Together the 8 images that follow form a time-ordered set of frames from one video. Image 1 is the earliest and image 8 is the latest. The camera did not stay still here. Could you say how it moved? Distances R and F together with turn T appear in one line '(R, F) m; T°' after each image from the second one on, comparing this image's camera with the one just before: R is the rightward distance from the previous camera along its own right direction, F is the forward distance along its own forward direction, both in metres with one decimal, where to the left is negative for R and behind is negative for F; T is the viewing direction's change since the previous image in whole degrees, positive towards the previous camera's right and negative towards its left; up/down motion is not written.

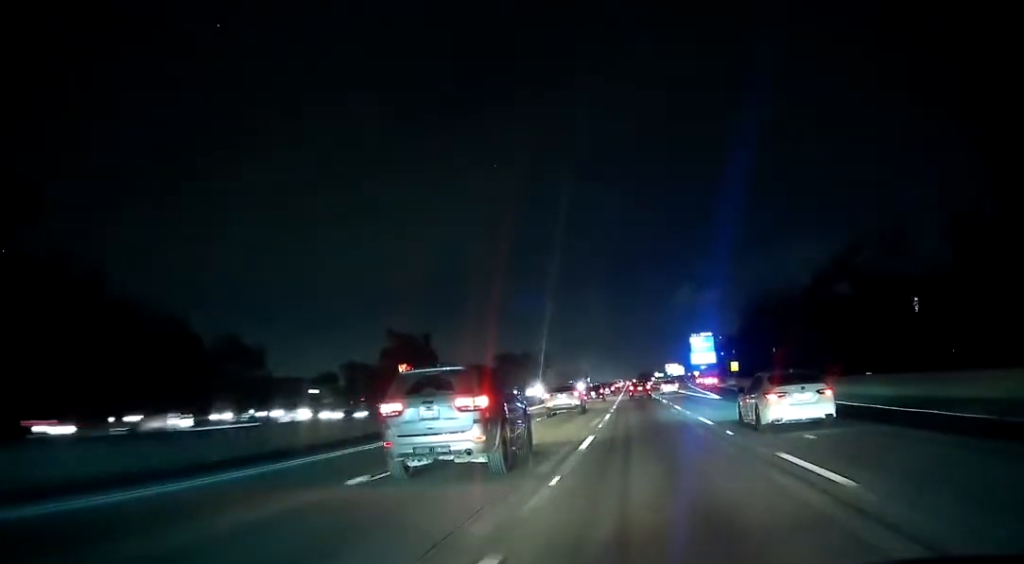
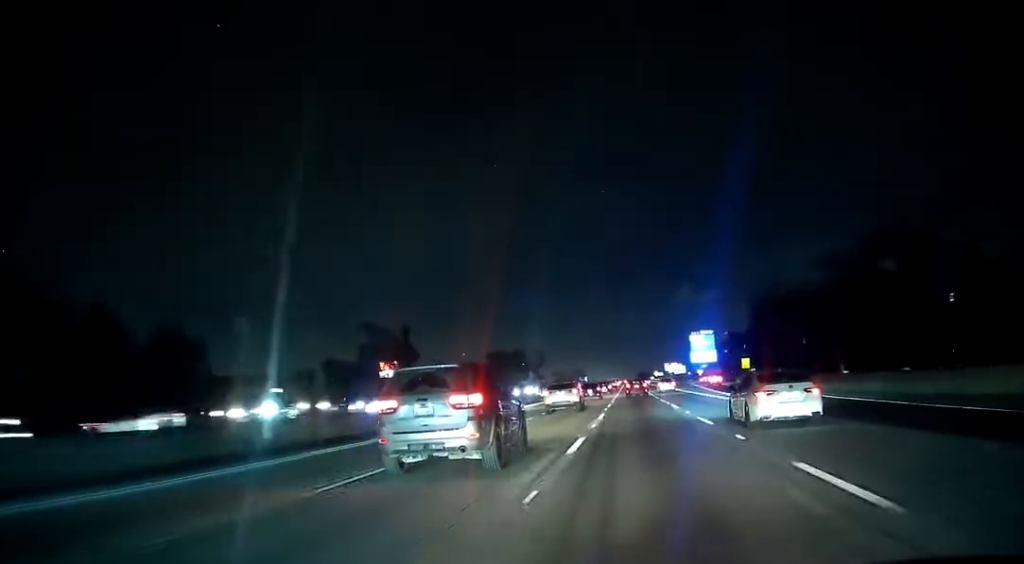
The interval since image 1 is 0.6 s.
(0.0, +16.0) m; 0°
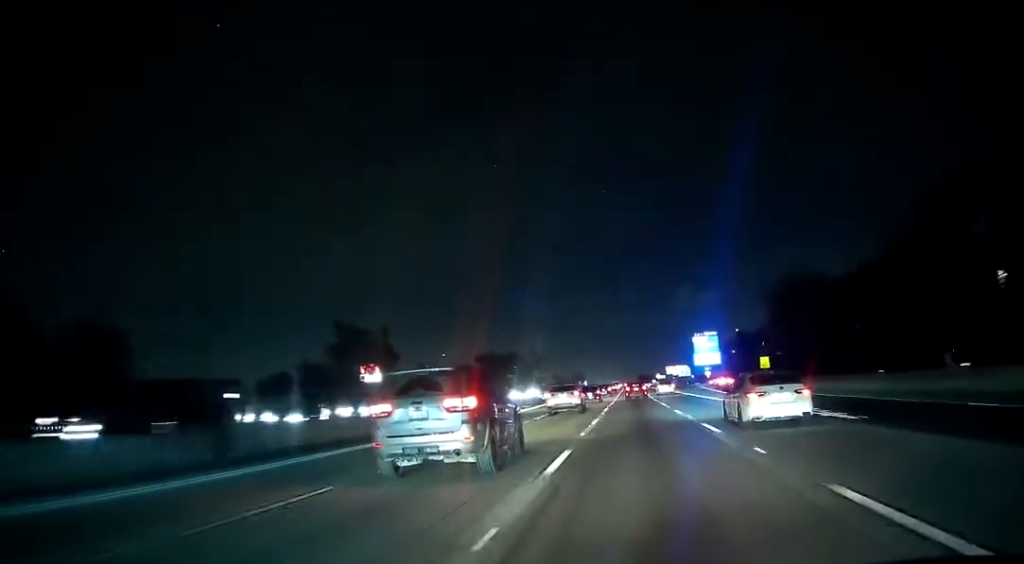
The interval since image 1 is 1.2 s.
(+0.1, +17.9) m; -1°
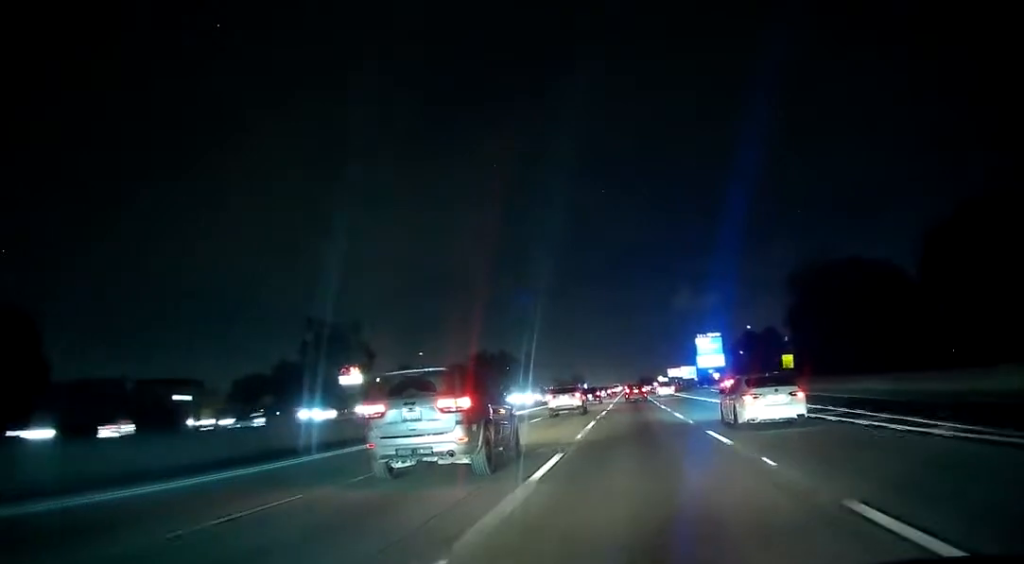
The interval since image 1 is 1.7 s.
(-0.3, +15.2) m; 0°
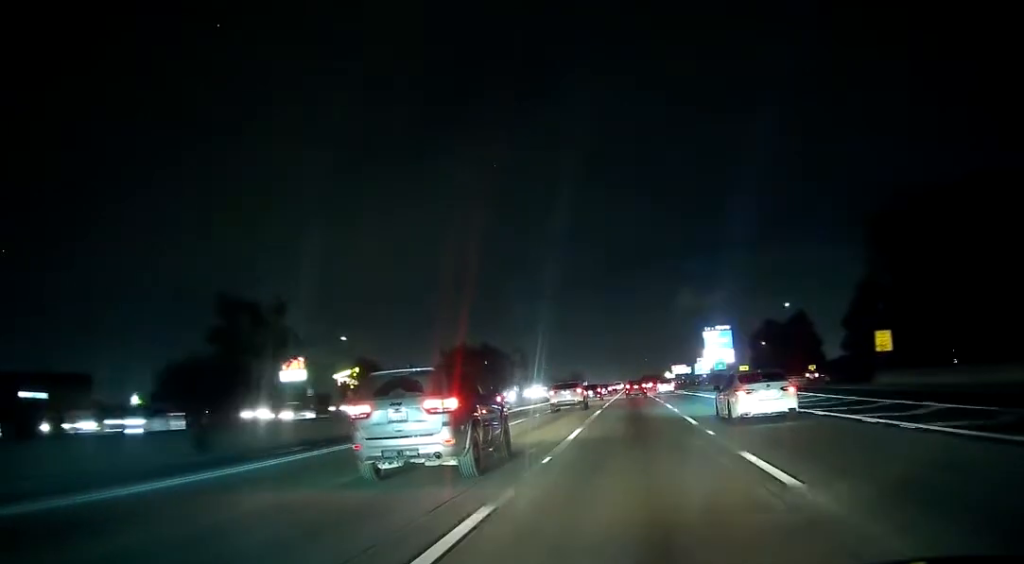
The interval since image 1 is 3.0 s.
(+0.3, +36.0) m; +1°
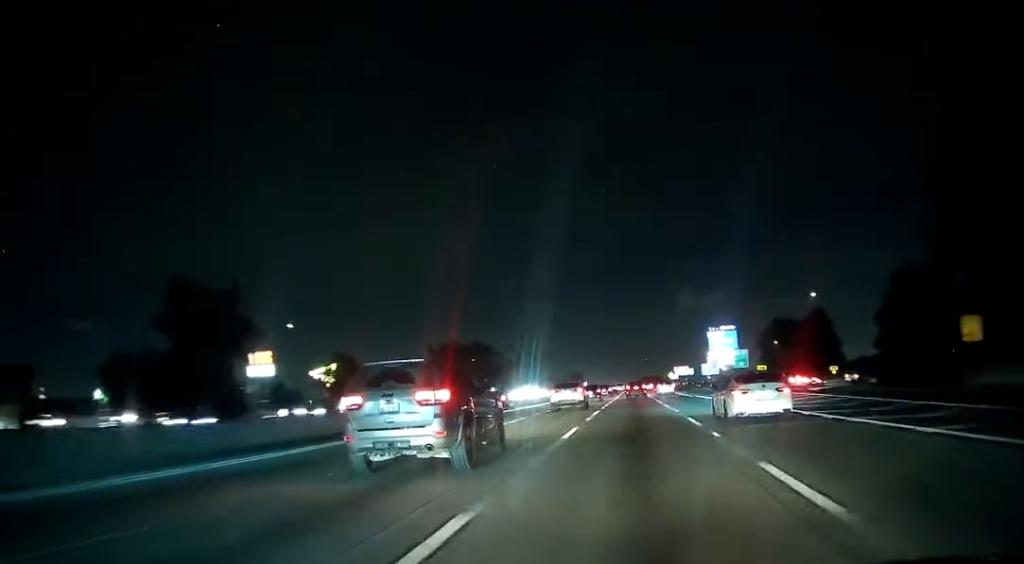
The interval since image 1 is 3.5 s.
(0.0, +15.2) m; 0°
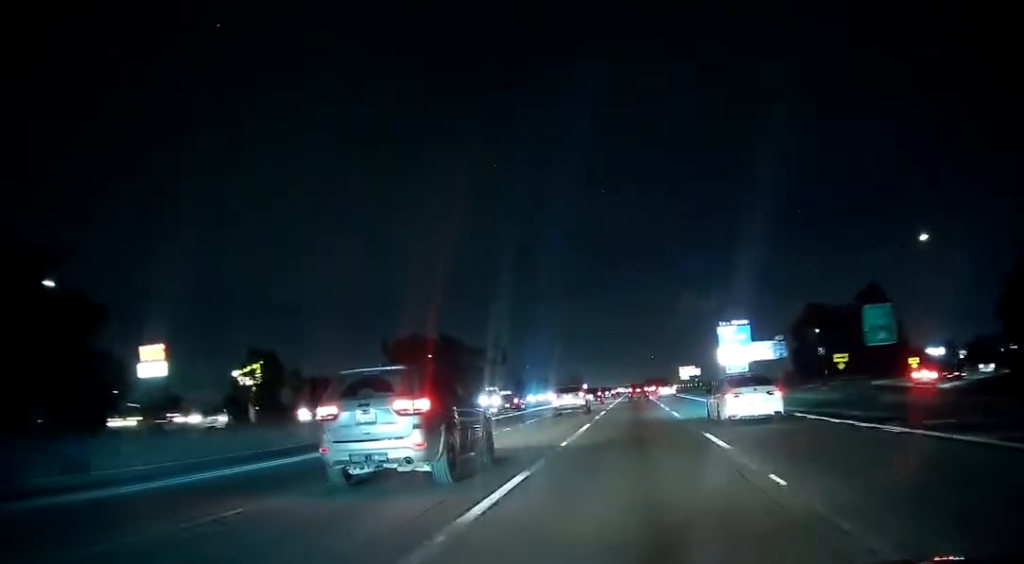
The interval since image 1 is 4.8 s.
(-0.5, +37.0) m; -1°
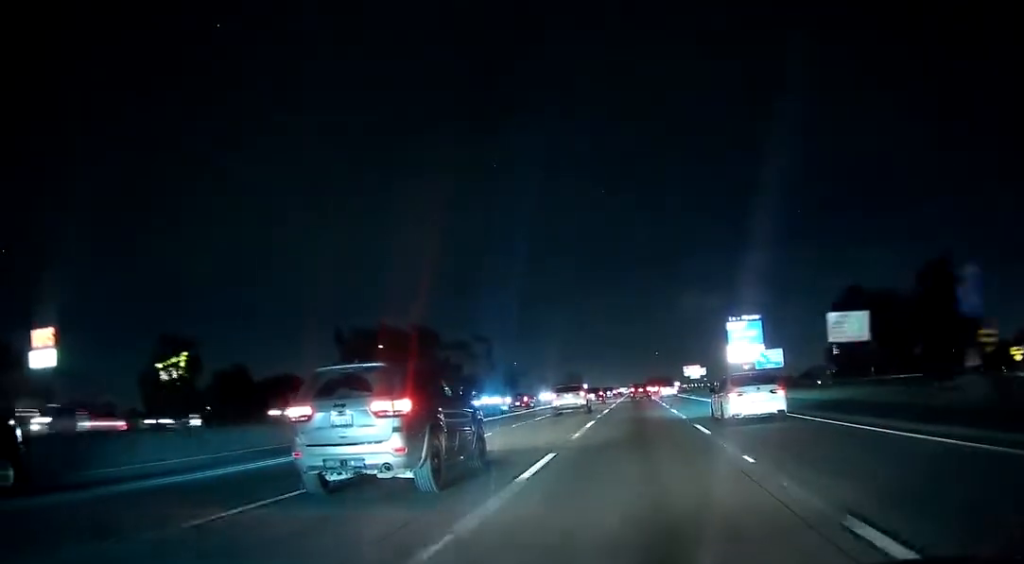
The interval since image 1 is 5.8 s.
(+0.2, +27.5) m; +1°
